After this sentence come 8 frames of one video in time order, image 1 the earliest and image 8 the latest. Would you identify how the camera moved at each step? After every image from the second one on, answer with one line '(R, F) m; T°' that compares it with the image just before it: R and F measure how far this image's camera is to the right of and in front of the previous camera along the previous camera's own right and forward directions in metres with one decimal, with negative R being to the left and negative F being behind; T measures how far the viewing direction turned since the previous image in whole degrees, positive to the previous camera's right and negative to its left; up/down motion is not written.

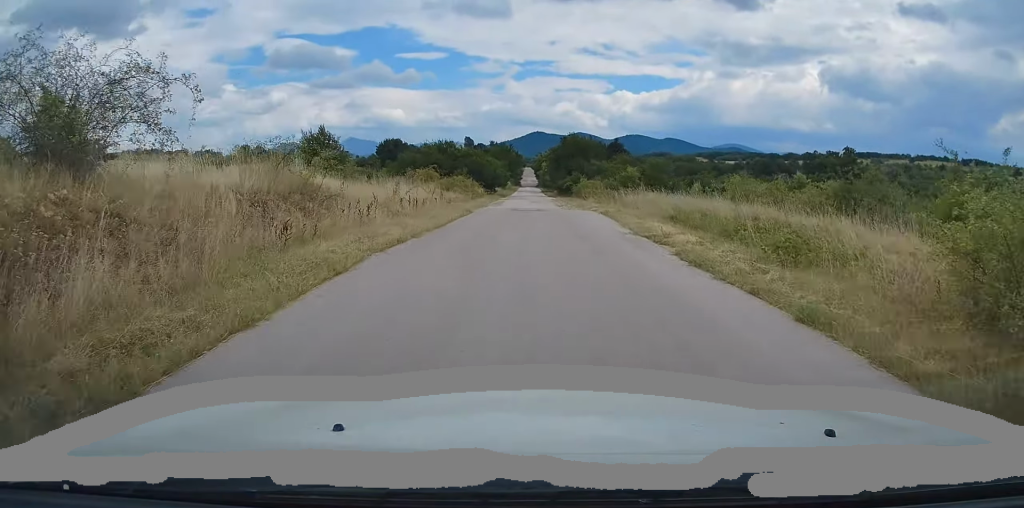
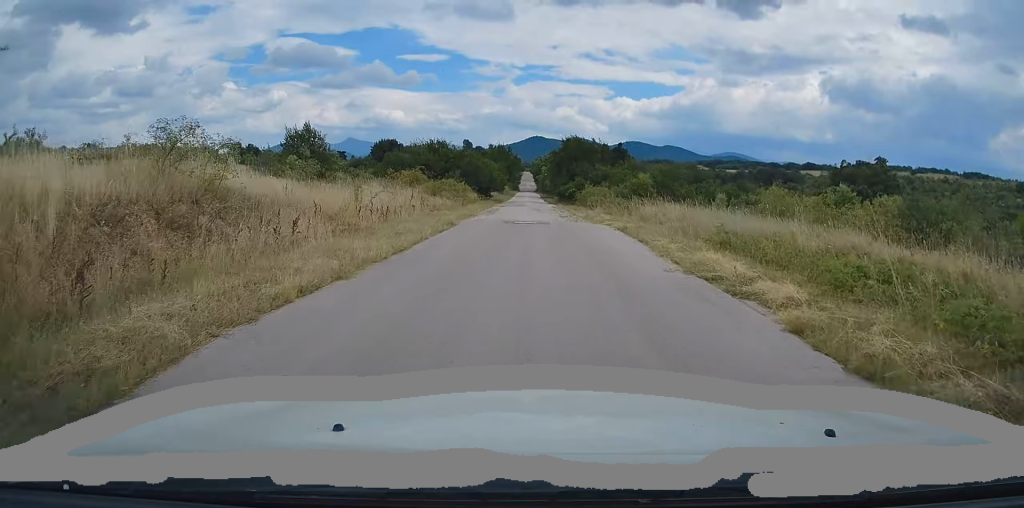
(0.0, +5.0) m; 0°
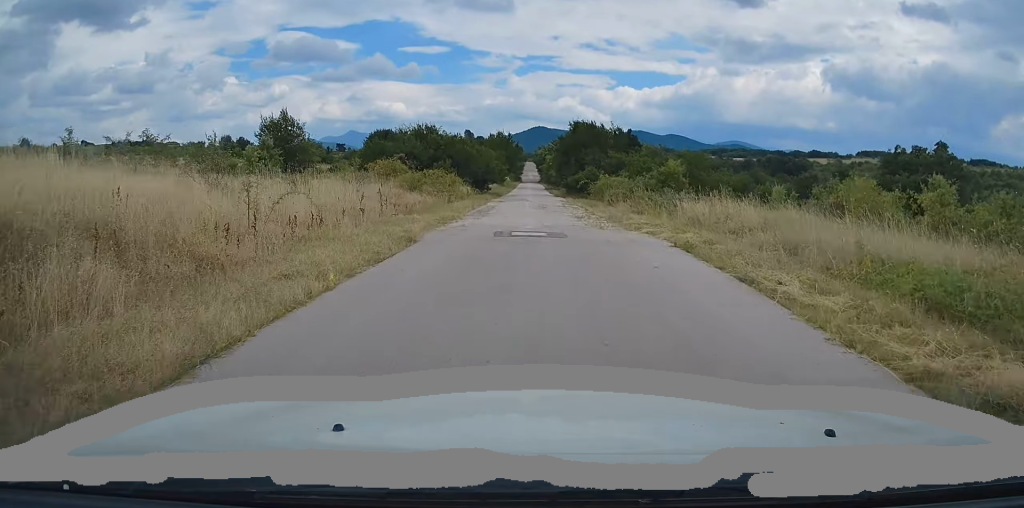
(0.0, +7.2) m; 0°
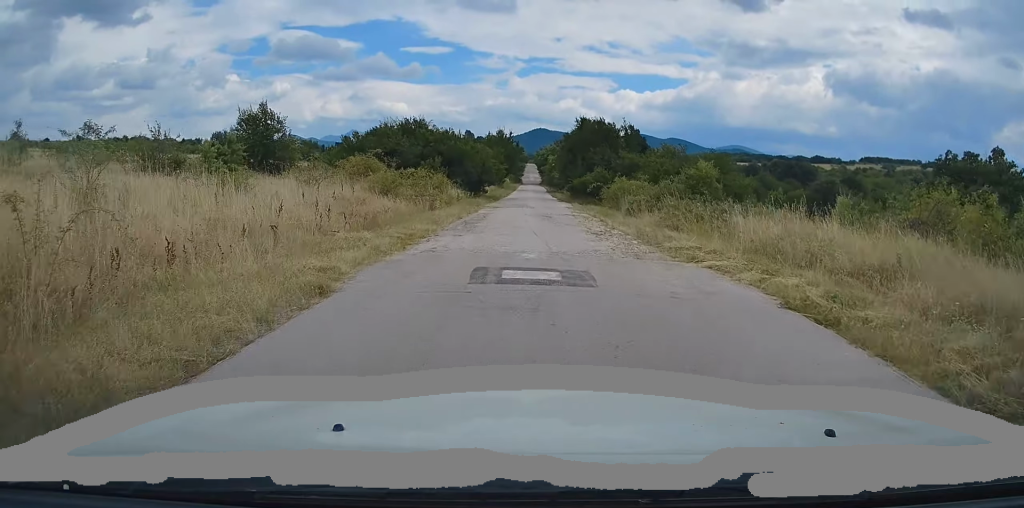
(-0.1, +5.4) m; 0°
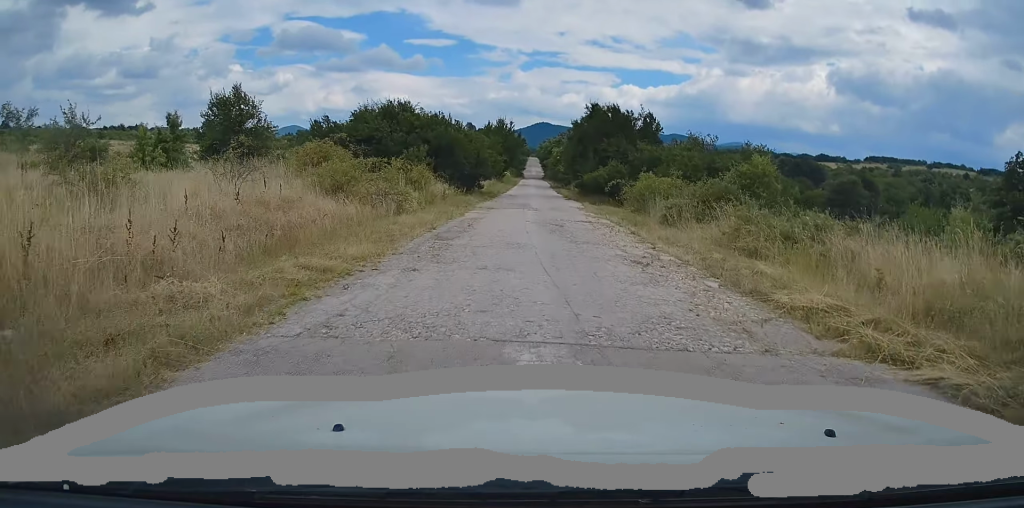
(0.0, +5.8) m; +1°
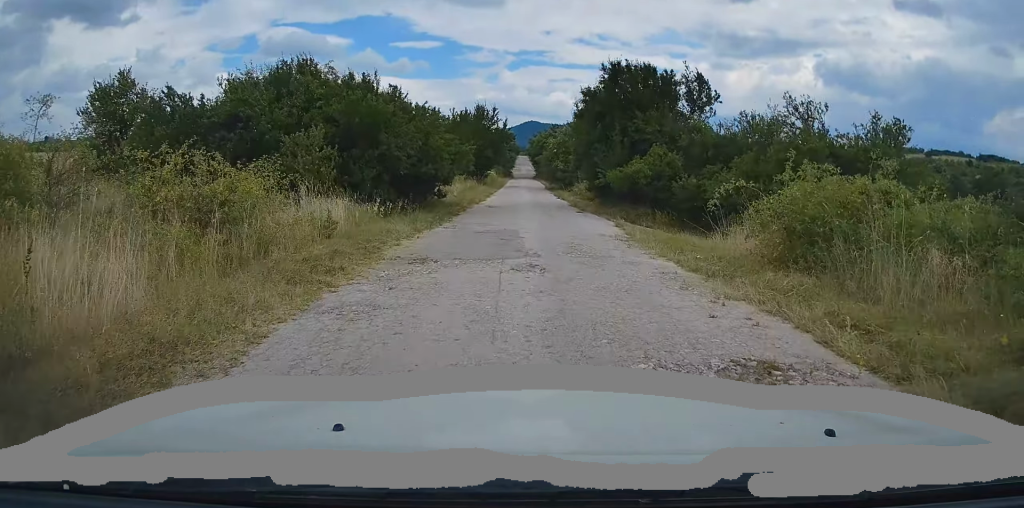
(+0.3, +14.5) m; +2°
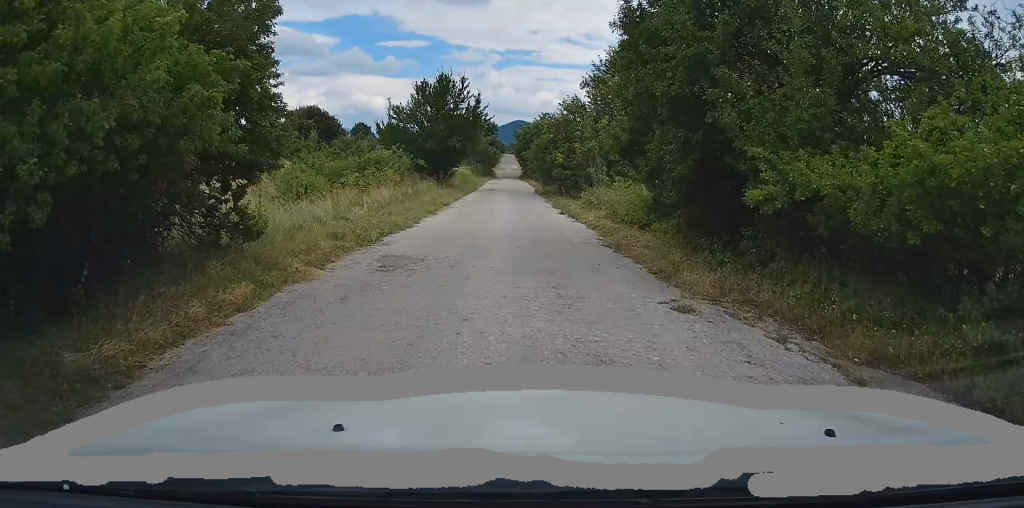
(0.0, +16.6) m; -1°
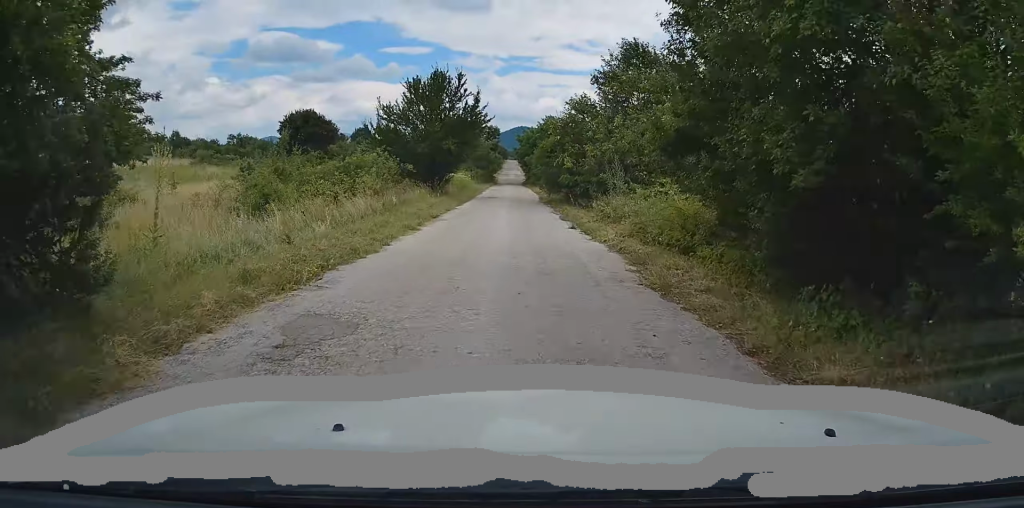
(0.0, +3.7) m; 0°
